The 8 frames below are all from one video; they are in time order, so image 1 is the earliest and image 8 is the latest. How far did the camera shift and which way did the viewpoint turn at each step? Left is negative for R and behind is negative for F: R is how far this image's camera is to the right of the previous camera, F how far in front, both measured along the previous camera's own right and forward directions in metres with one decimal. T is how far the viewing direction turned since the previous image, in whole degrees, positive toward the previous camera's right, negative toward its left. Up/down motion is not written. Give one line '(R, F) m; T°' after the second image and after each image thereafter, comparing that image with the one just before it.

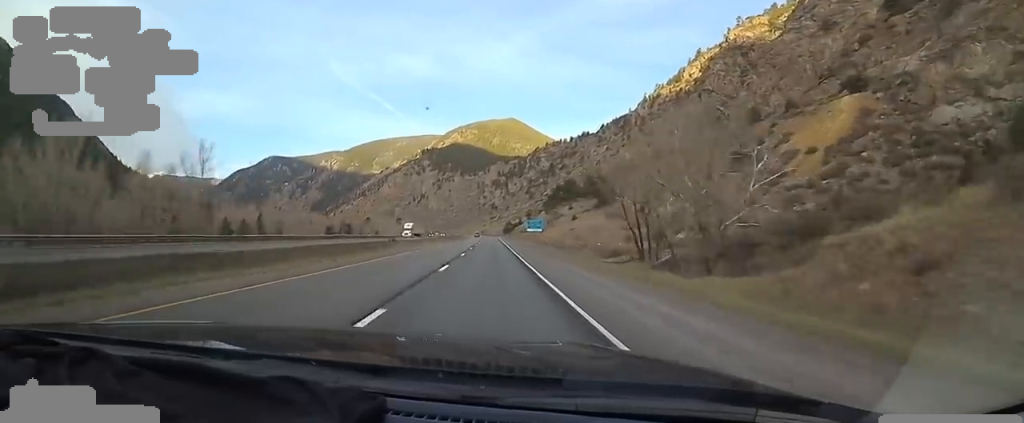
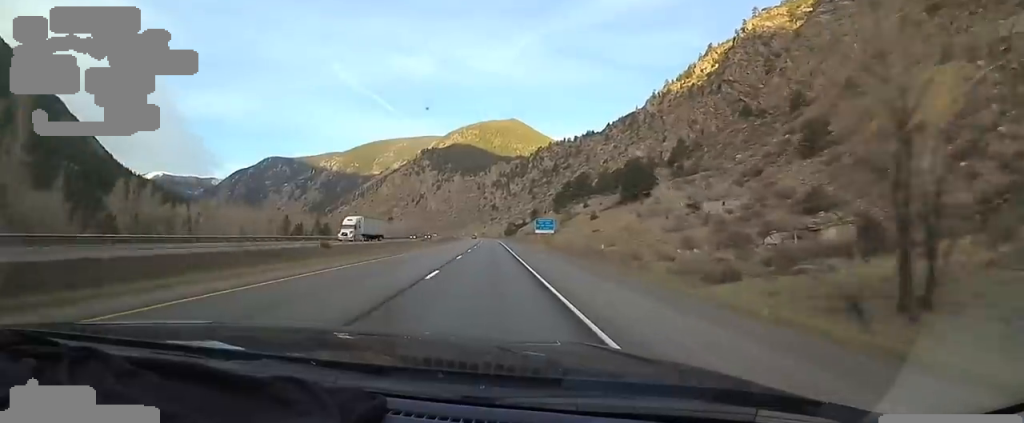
(+0.7, +27.0) m; 0°
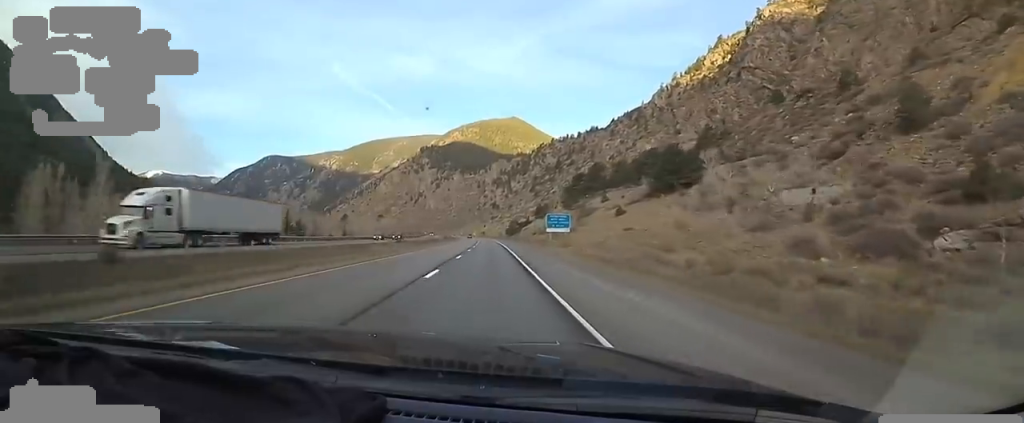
(-0.4, +24.0) m; -1°
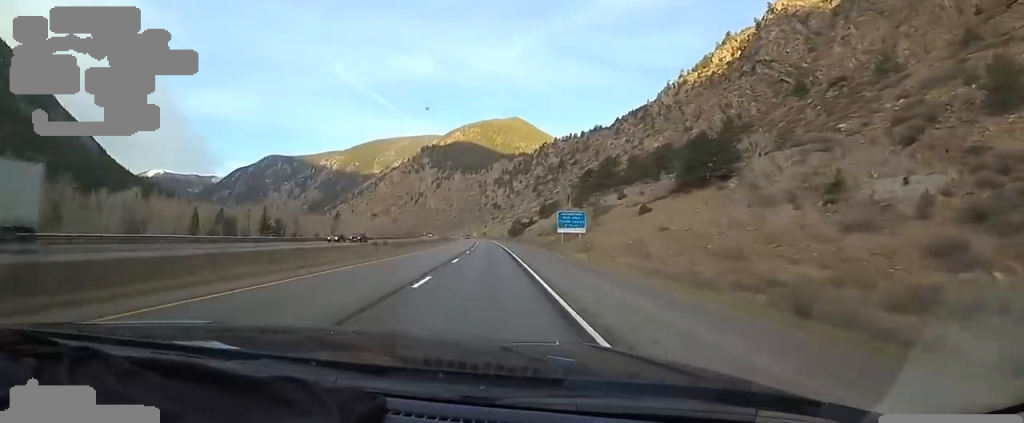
(-0.1, +14.6) m; -1°
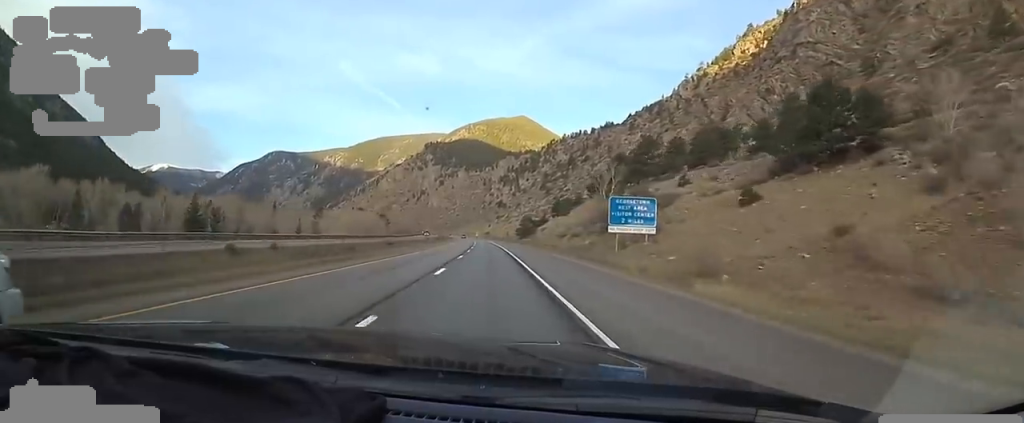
(-0.1, +32.2) m; -1°
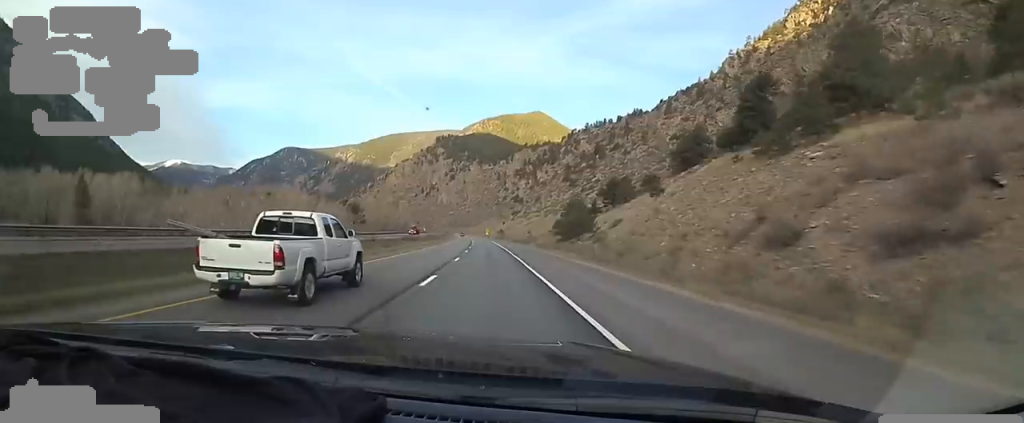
(+1.5, +63.7) m; +1°
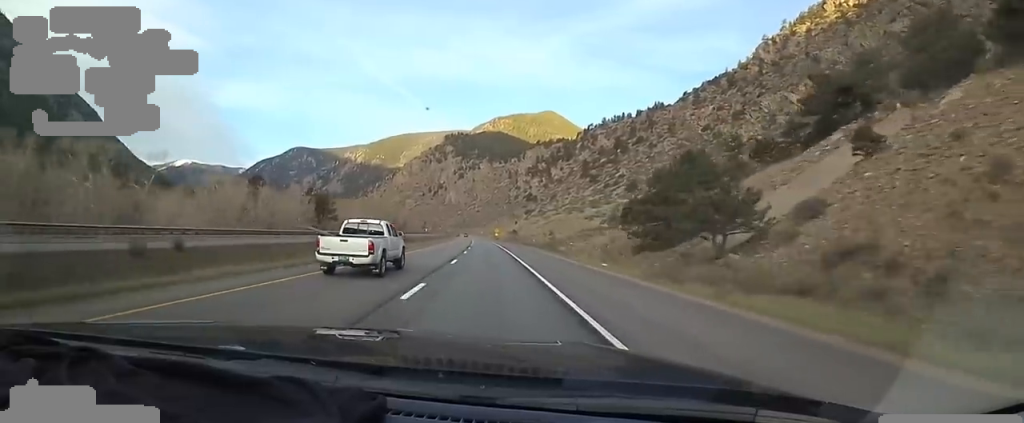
(-1.9, +38.2) m; -4°
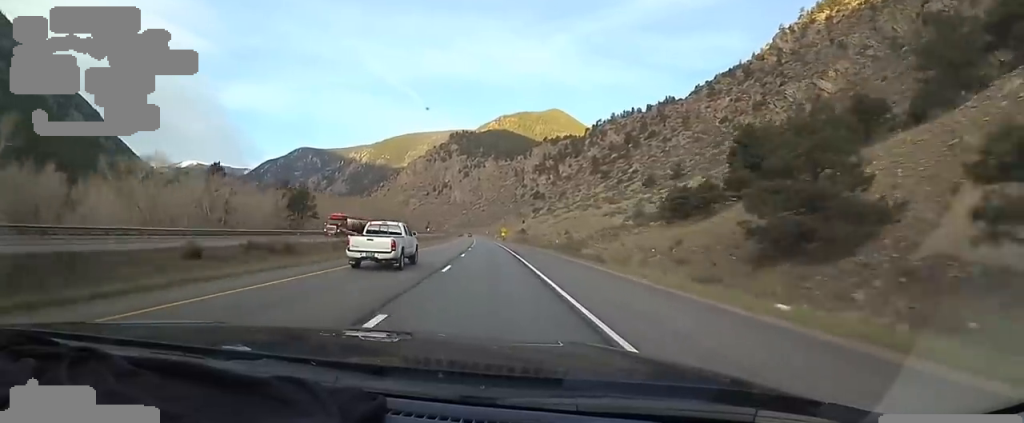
(-0.9, +17.7) m; -1°
